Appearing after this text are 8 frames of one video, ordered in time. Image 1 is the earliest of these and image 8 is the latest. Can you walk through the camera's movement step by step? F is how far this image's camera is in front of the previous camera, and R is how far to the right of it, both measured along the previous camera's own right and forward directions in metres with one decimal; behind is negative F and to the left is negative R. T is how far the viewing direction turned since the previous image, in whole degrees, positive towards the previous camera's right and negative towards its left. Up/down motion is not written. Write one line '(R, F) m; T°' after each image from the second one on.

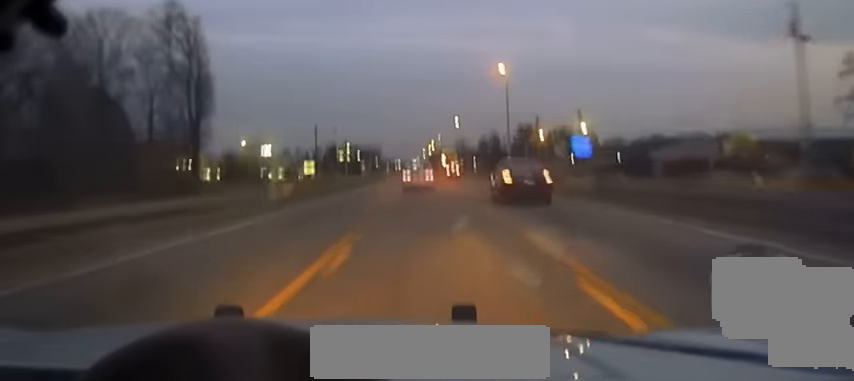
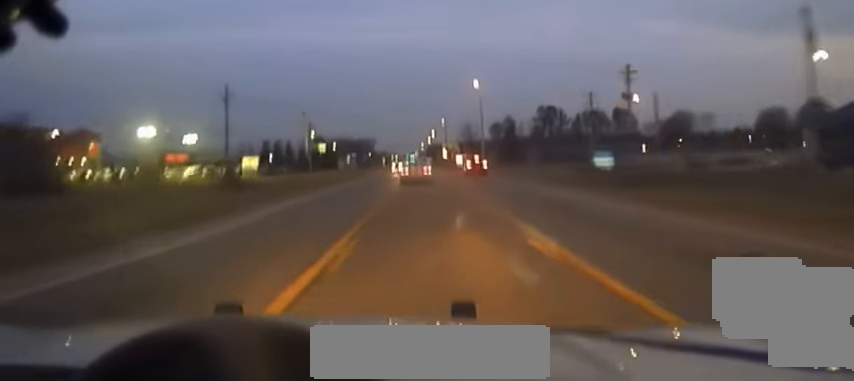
(-0.5, +68.7) m; -1°
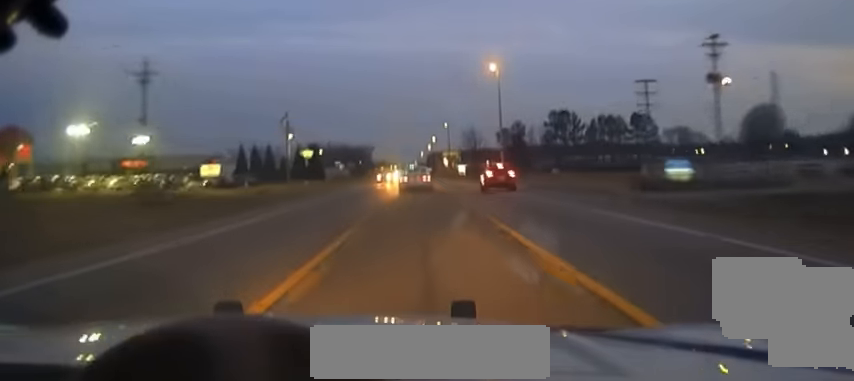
(-0.1, +25.8) m; 0°
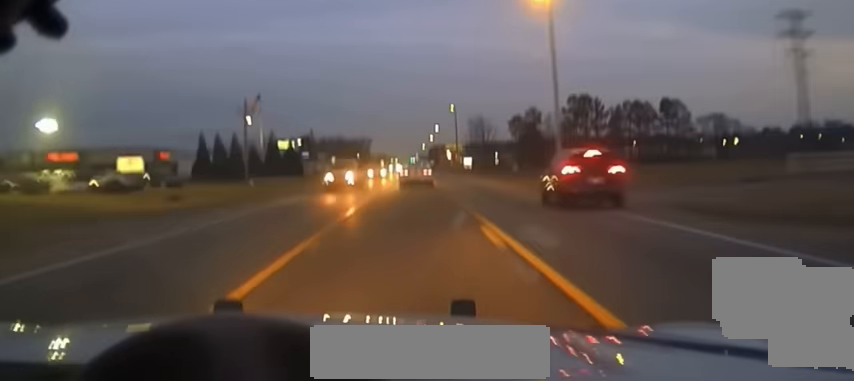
(+0.2, +33.3) m; 0°
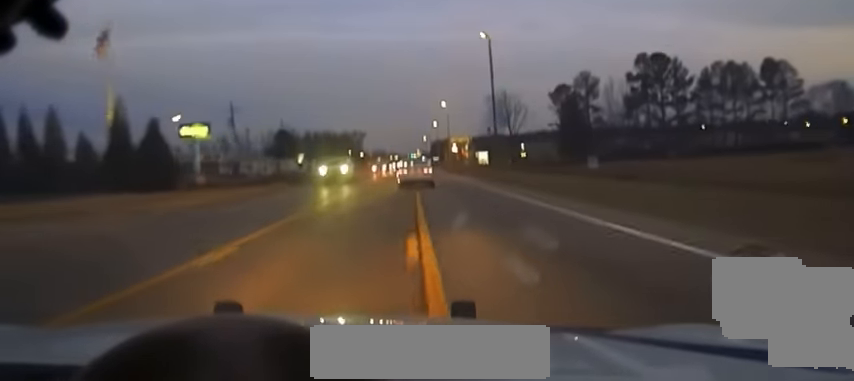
(-0.5, +73.8) m; -1°
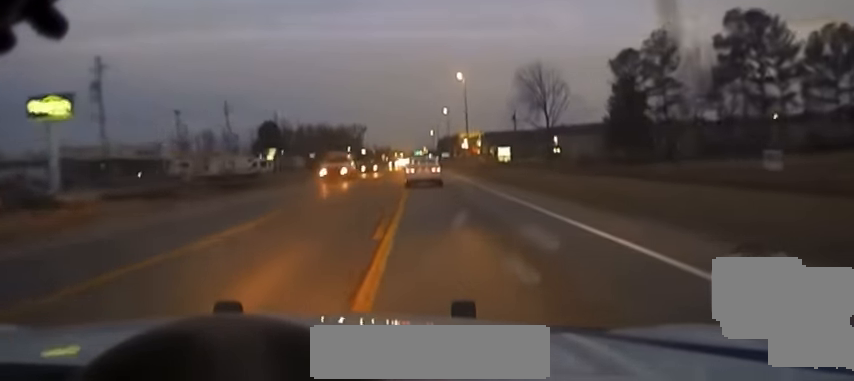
(-0.2, +45.7) m; 0°
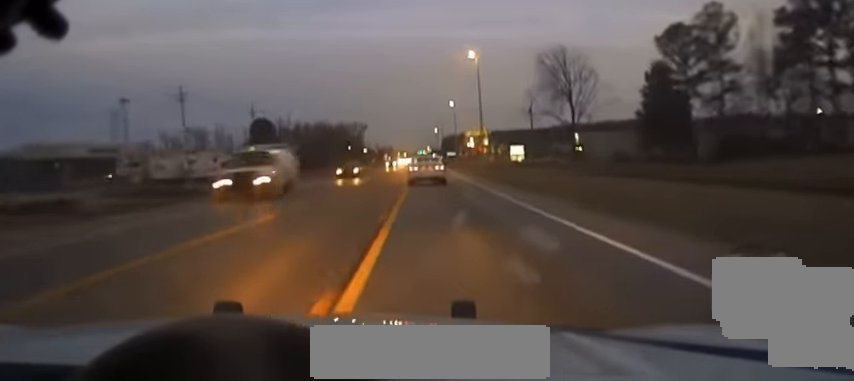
(+0.1, +20.8) m; 0°
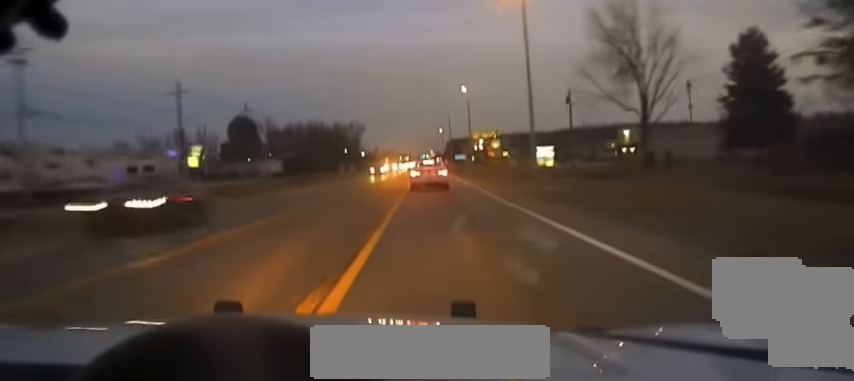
(-0.3, +35.4) m; 0°
